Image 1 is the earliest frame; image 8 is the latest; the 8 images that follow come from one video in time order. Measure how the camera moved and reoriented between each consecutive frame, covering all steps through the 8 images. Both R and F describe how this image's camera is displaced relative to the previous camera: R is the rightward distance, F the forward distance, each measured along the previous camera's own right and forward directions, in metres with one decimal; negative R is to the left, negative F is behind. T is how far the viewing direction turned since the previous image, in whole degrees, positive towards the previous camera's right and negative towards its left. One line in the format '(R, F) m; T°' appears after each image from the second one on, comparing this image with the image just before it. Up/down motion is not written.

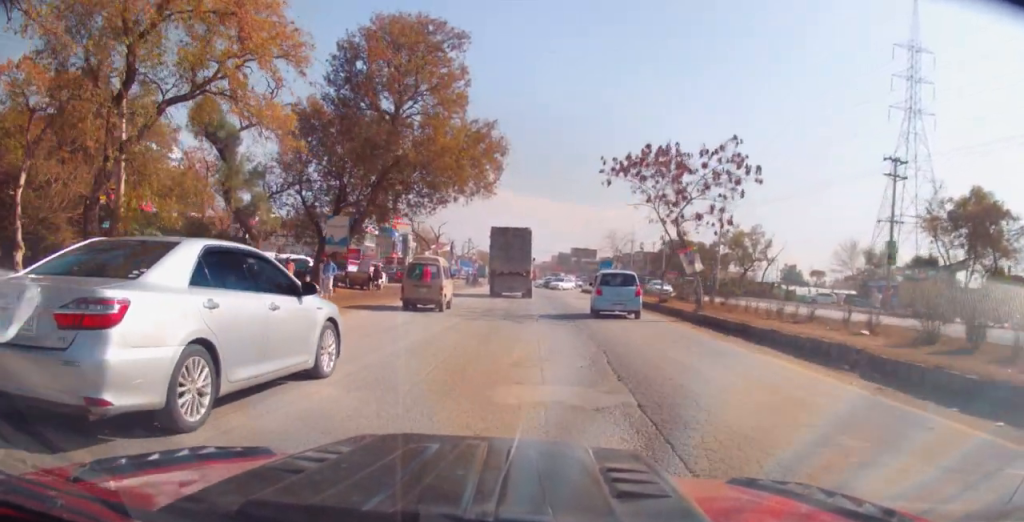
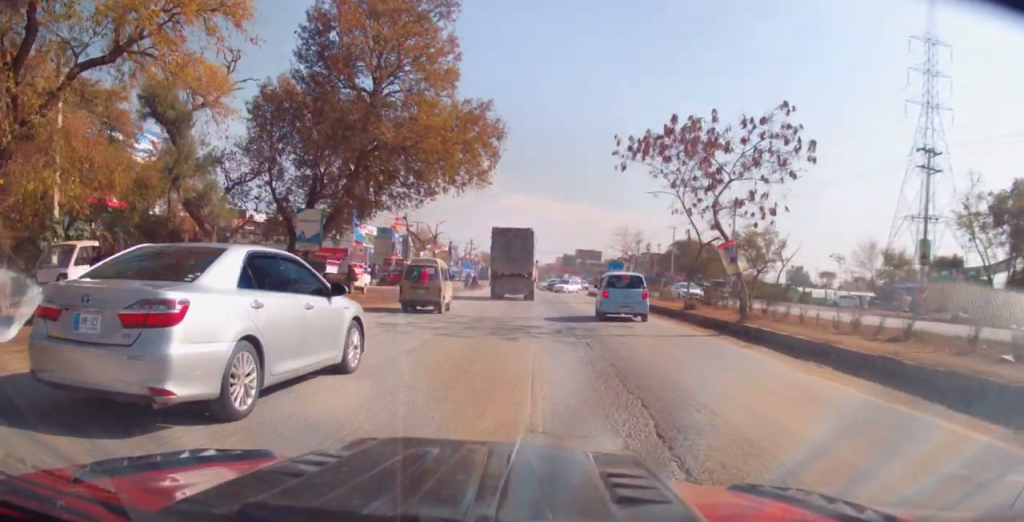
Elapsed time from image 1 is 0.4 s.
(-0.3, +4.5) m; 0°
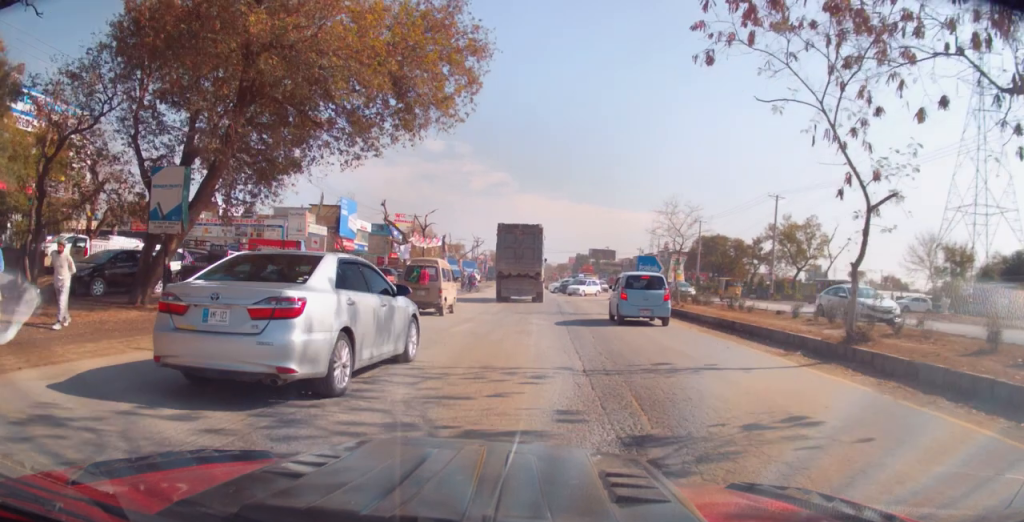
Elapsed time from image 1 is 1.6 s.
(+0.1, +11.9) m; -1°
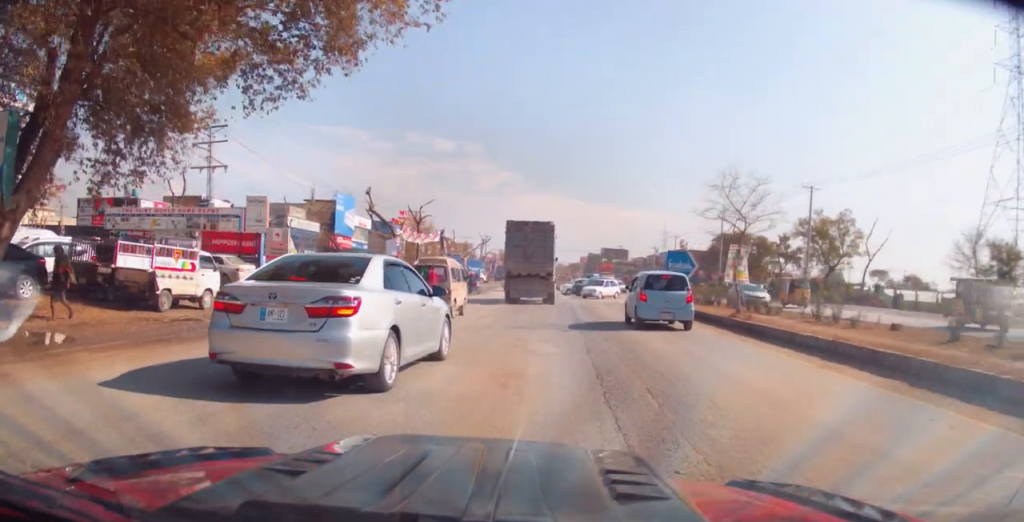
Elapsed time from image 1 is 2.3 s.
(-0.1, +7.0) m; -1°
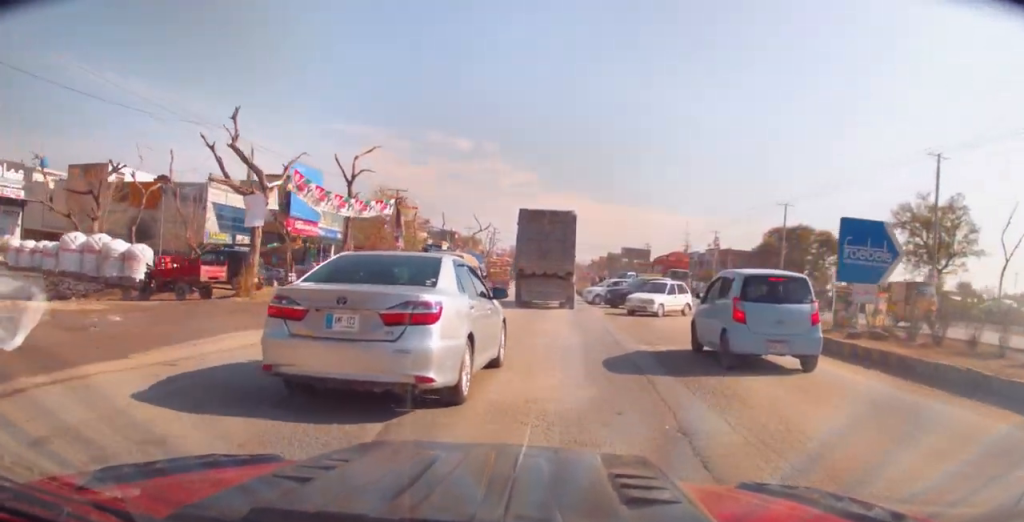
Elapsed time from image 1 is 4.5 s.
(-0.2, +21.6) m; 0°
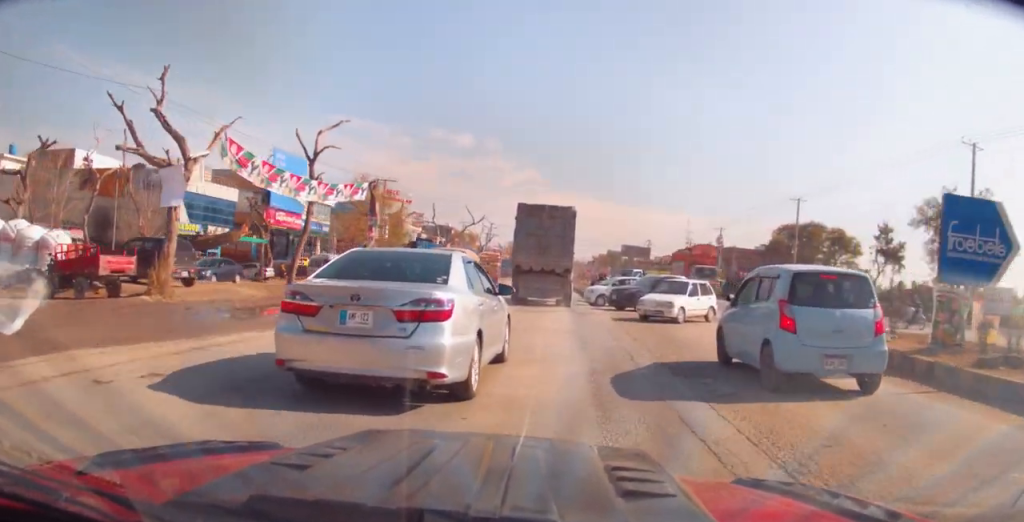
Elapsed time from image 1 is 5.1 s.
(0.0, +4.9) m; 0°
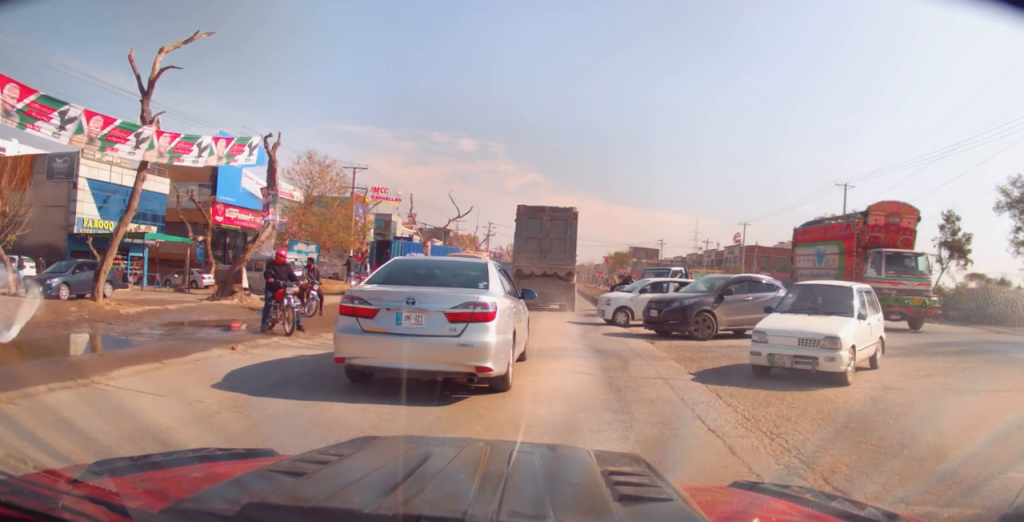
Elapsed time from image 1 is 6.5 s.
(+0.1, +11.9) m; +2°
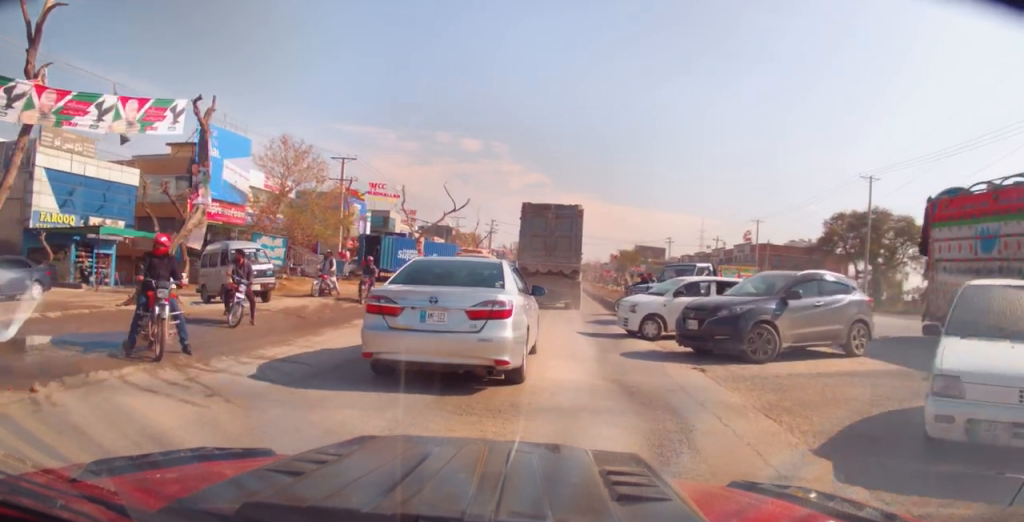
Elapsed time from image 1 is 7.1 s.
(+0.1, +4.5) m; 0°
